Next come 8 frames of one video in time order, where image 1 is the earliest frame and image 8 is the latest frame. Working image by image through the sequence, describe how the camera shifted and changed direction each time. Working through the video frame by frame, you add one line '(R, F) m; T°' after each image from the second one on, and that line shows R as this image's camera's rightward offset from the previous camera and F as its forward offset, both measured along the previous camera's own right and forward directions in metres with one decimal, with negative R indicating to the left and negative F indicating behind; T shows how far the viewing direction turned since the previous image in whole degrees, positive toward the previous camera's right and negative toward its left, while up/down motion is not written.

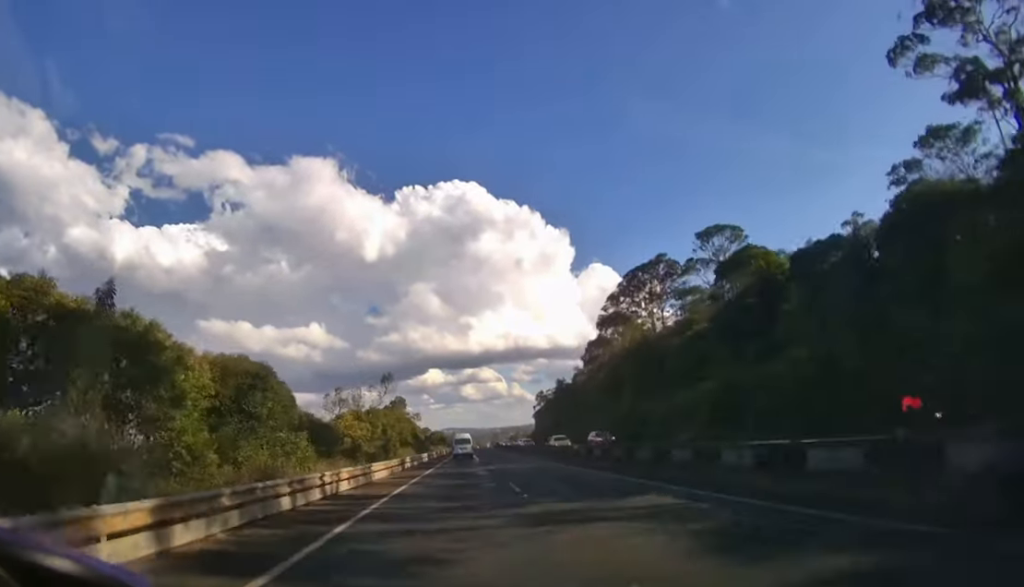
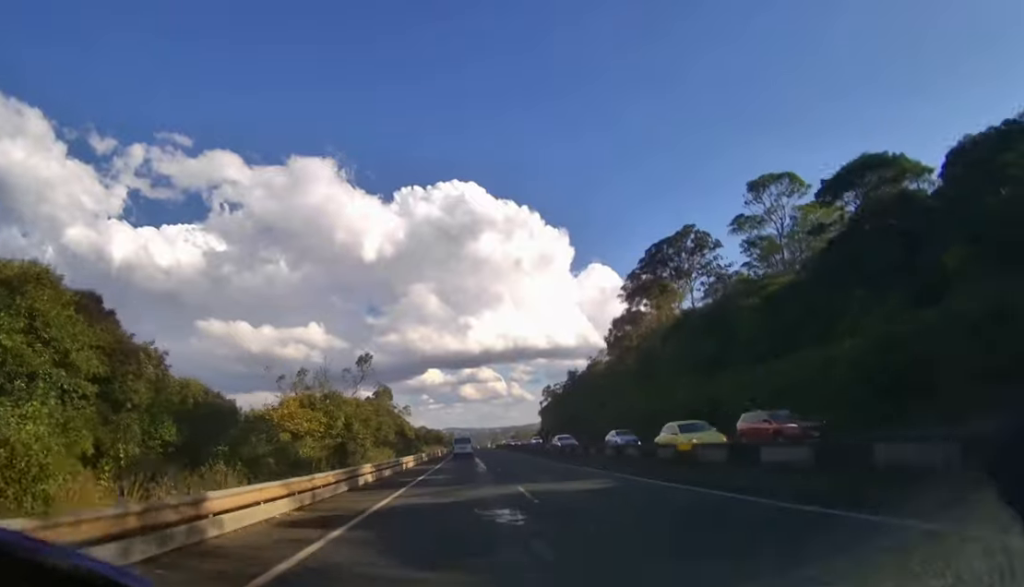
(+0.1, +11.8) m; +1°
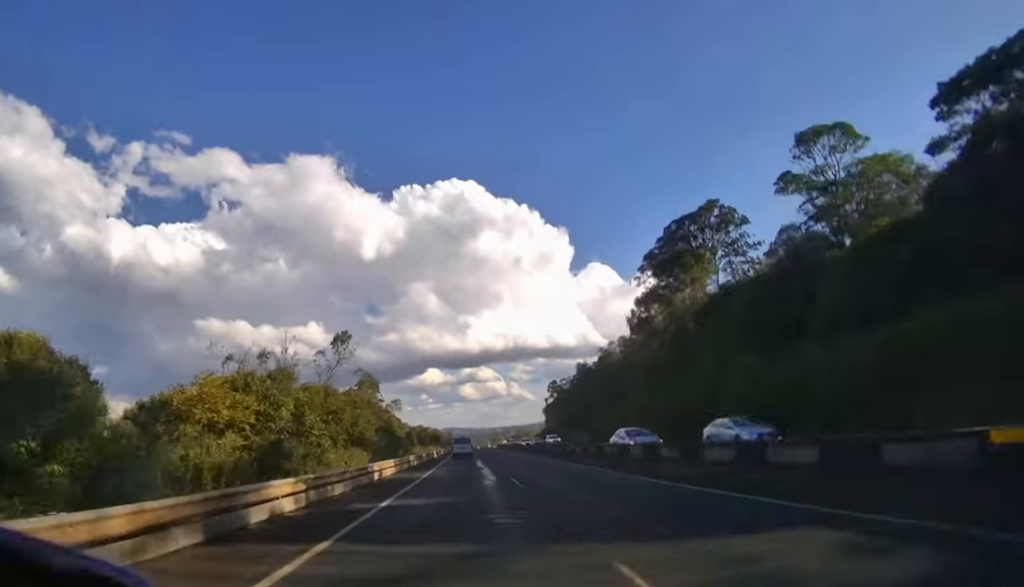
(0.0, +8.9) m; 0°
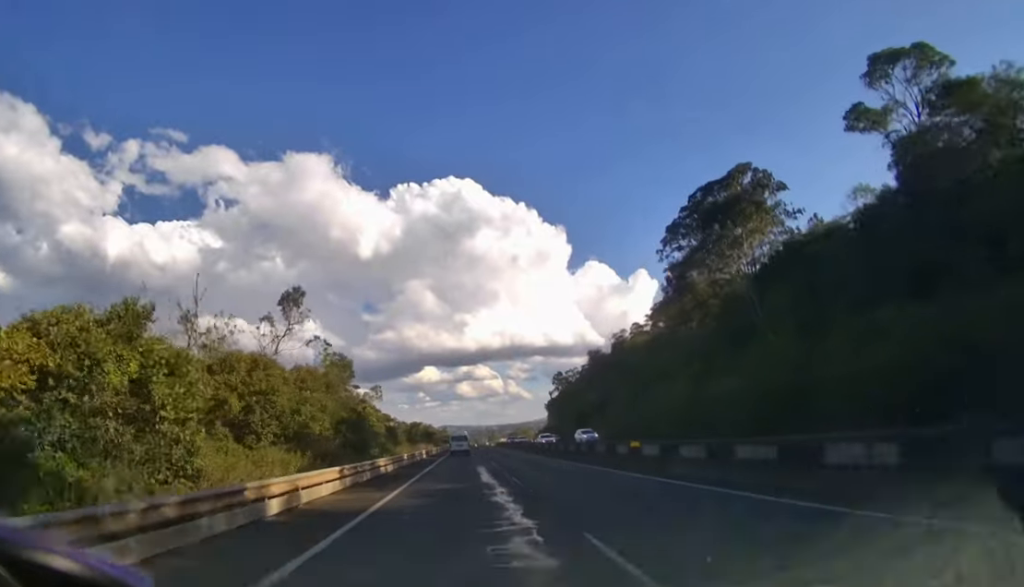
(0.0, +9.6) m; 0°
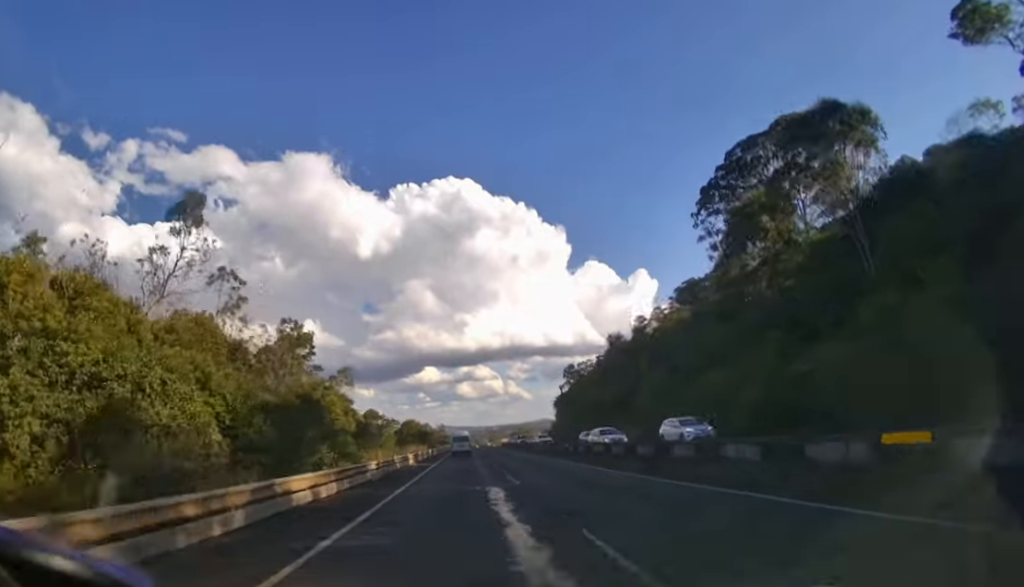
(0.0, +11.2) m; 0°
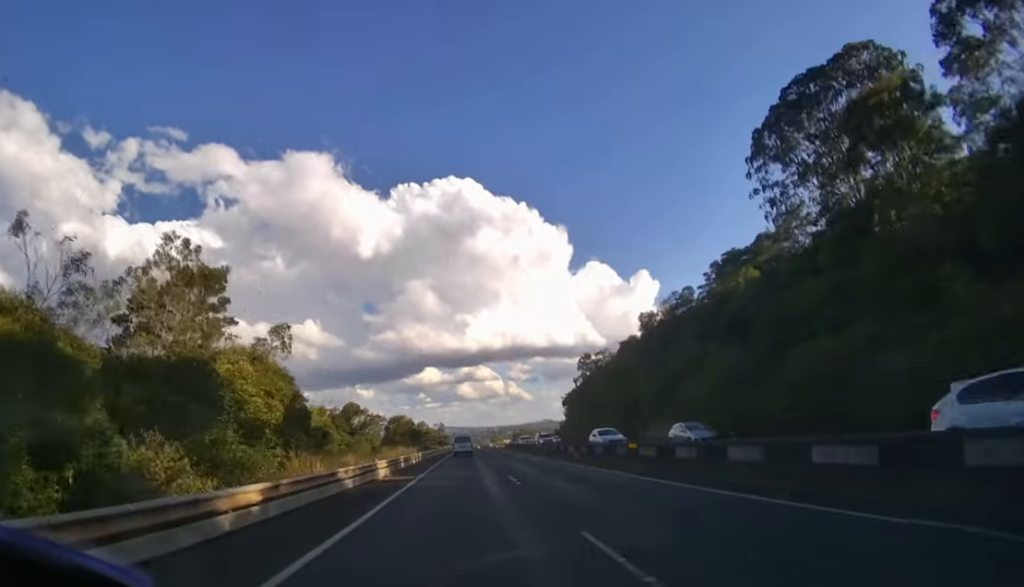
(0.0, +11.9) m; 0°
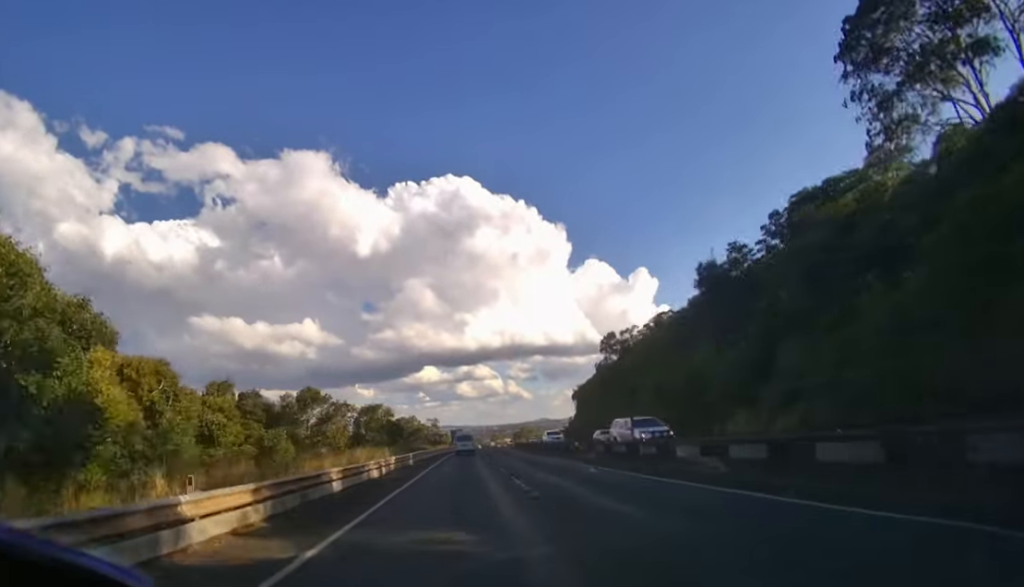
(0.0, +15.9) m; -1°
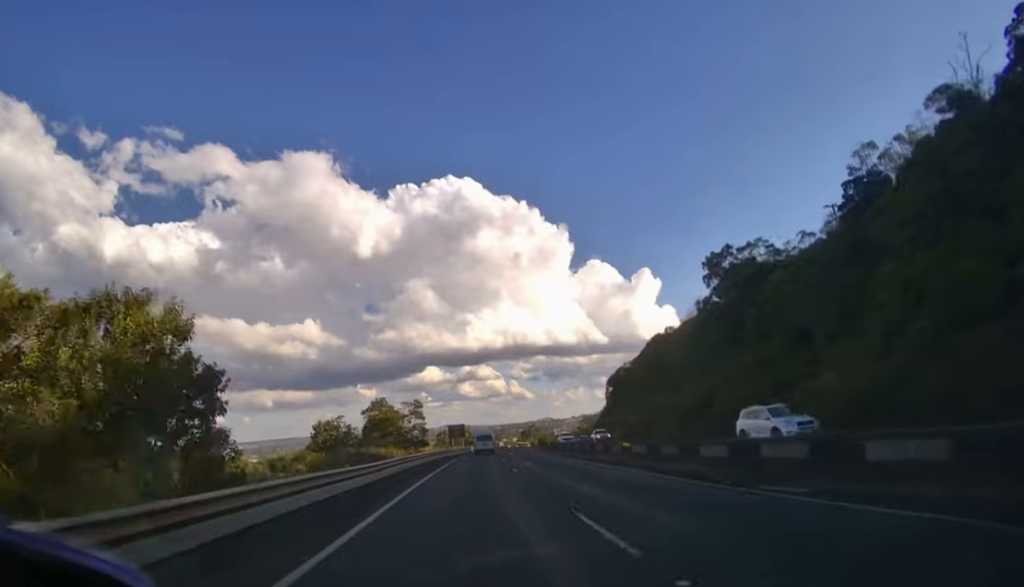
(-0.2, +32.9) m; 0°
